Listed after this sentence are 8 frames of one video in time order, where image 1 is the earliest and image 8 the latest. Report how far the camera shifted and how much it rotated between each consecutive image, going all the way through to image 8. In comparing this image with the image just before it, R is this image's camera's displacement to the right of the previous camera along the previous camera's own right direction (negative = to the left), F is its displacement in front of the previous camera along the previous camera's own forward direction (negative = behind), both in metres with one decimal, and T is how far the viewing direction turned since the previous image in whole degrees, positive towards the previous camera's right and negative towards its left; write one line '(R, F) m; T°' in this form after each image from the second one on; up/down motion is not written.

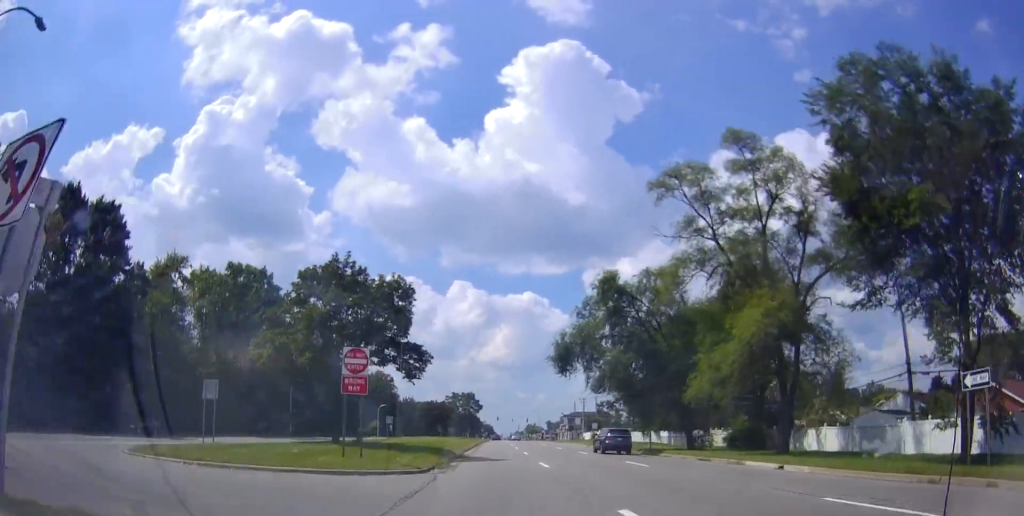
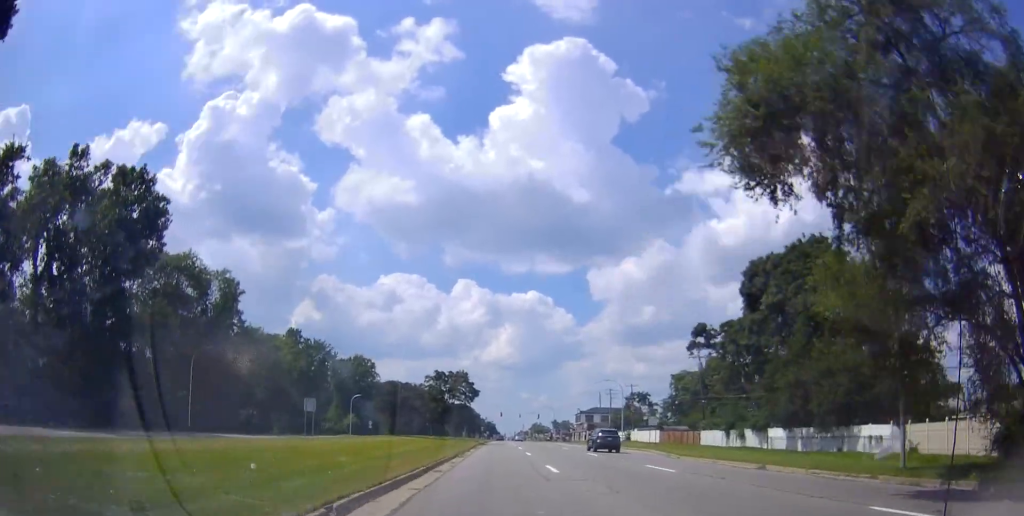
(+0.2, +34.0) m; -1°
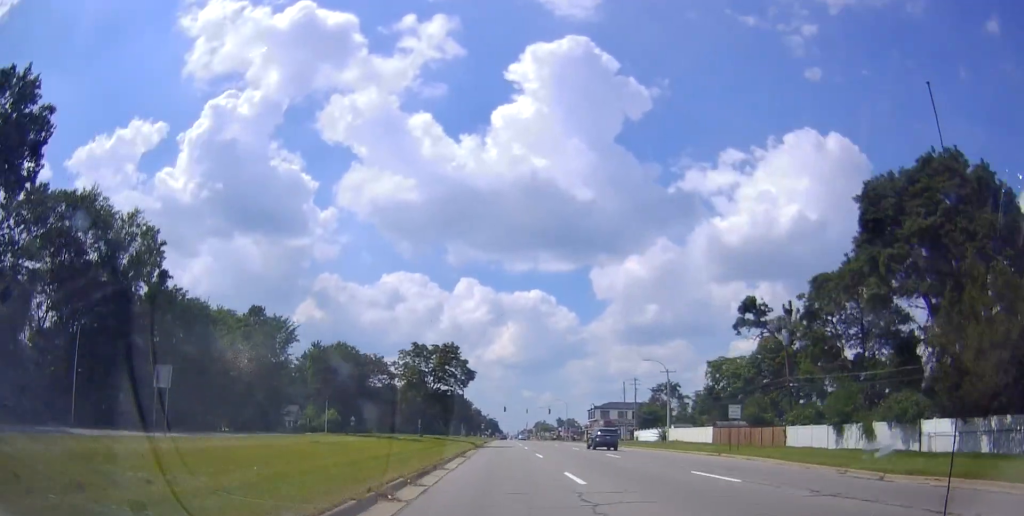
(-0.4, +20.9) m; 0°
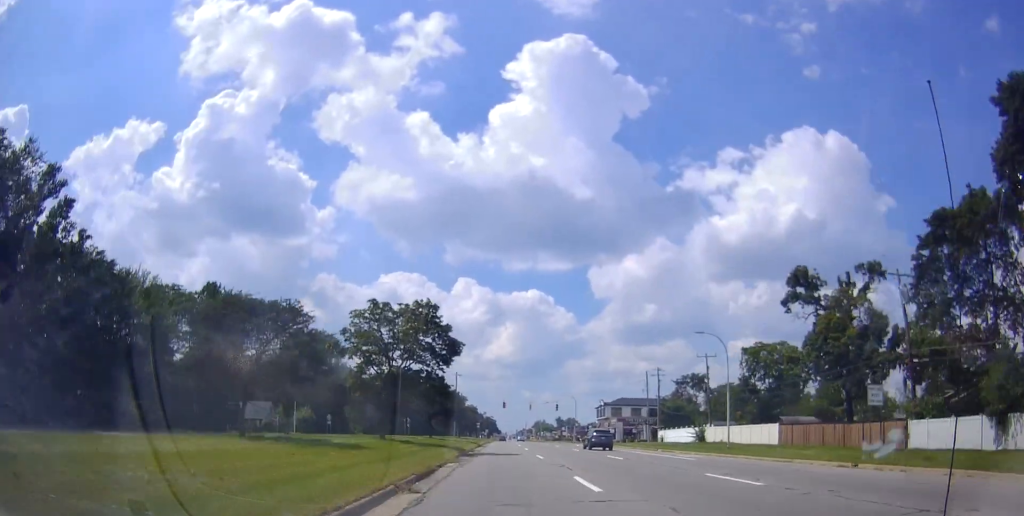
(0.0, +16.8) m; +1°
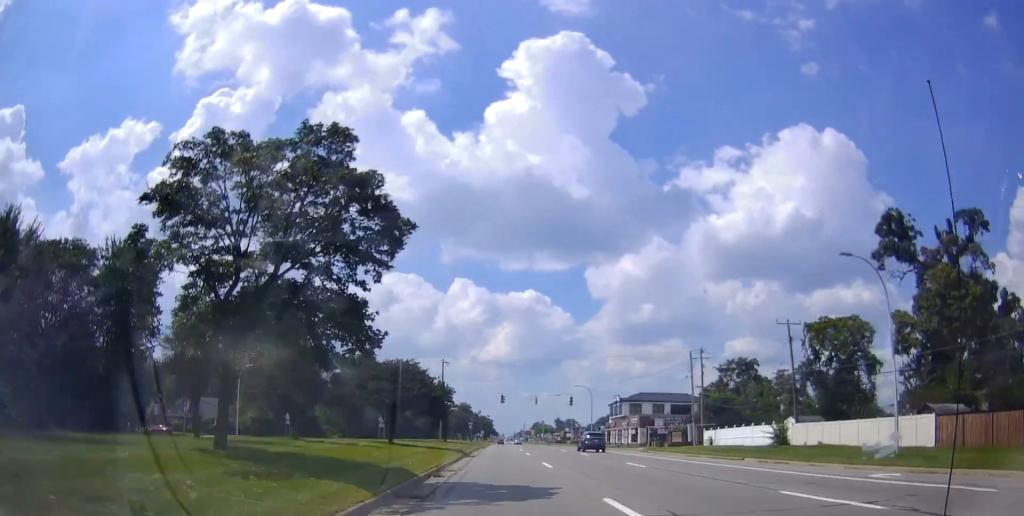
(+0.4, +21.1) m; 0°
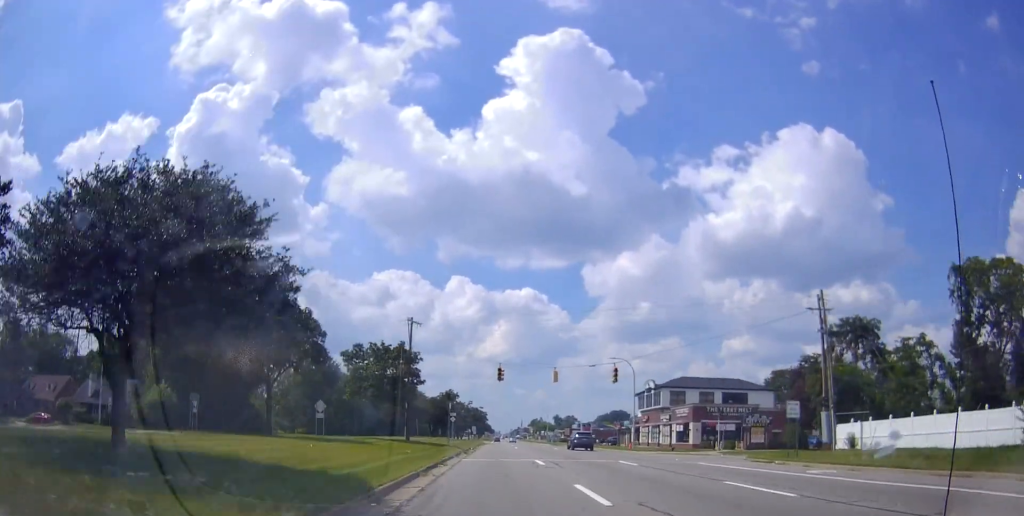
(-0.2, +28.8) m; +1°
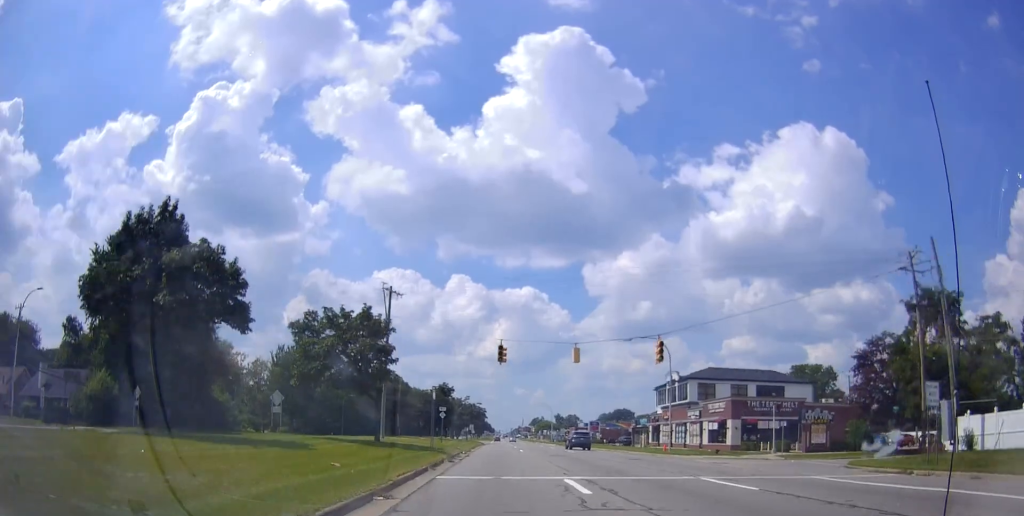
(+0.2, +12.0) m; +1°
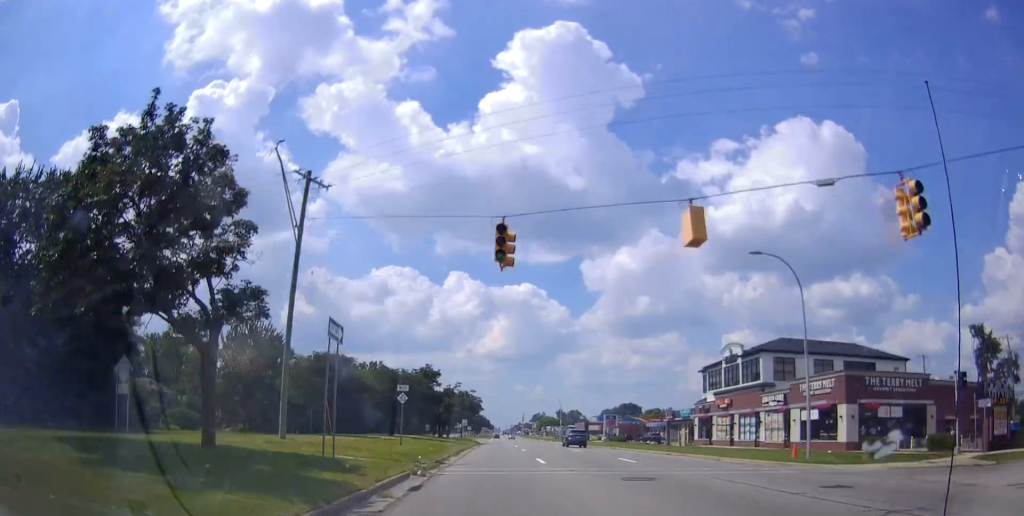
(0.0, +21.2) m; -1°
